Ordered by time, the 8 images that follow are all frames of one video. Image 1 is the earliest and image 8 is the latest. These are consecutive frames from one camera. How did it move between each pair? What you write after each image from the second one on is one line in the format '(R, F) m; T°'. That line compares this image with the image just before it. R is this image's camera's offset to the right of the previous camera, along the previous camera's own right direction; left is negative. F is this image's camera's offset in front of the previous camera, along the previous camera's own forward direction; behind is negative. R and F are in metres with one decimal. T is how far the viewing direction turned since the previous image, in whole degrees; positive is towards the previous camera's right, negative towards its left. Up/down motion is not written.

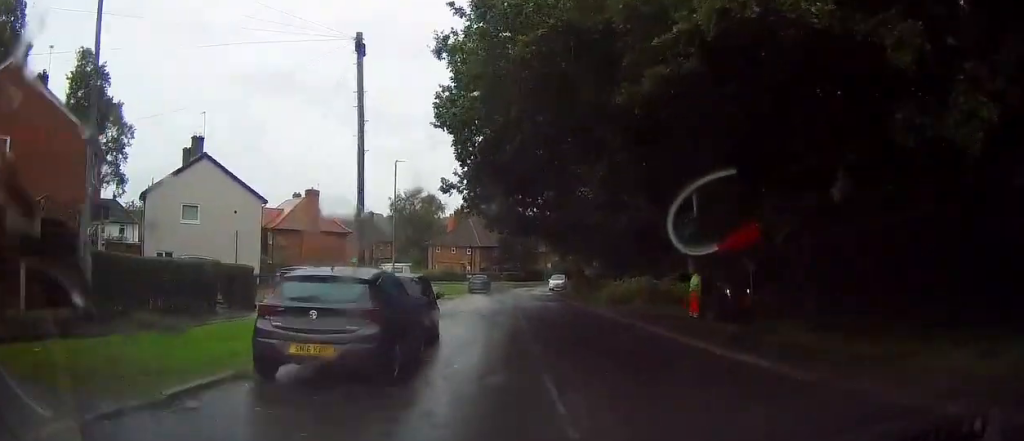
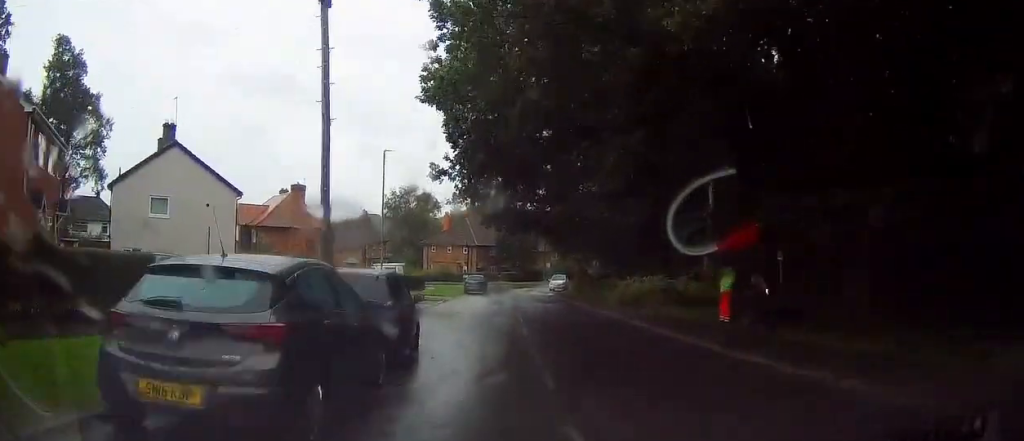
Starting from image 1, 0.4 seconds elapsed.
(+0.1, +3.5) m; +1°
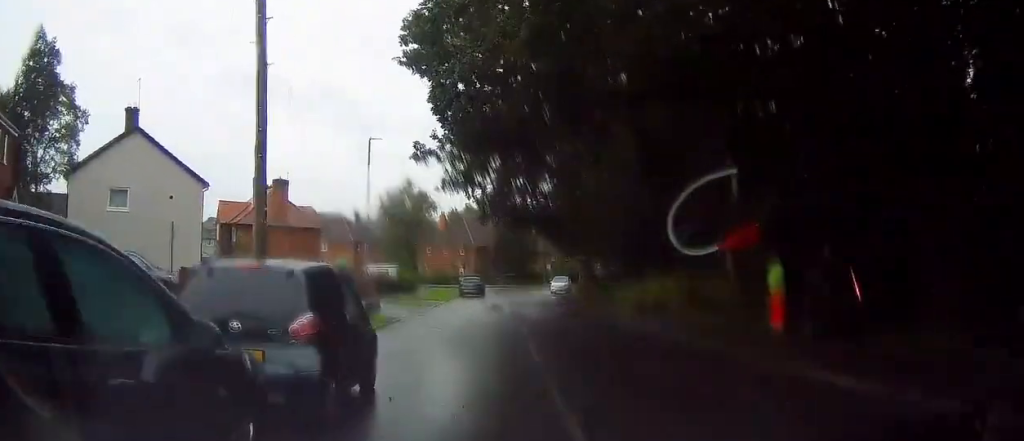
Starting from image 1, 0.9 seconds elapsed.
(+0.3, +4.0) m; +2°
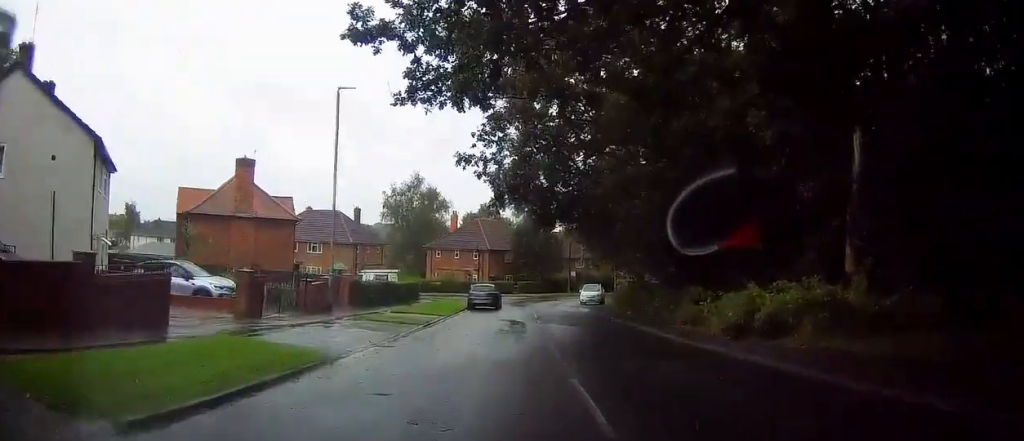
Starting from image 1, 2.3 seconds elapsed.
(-0.2, +10.4) m; -3°
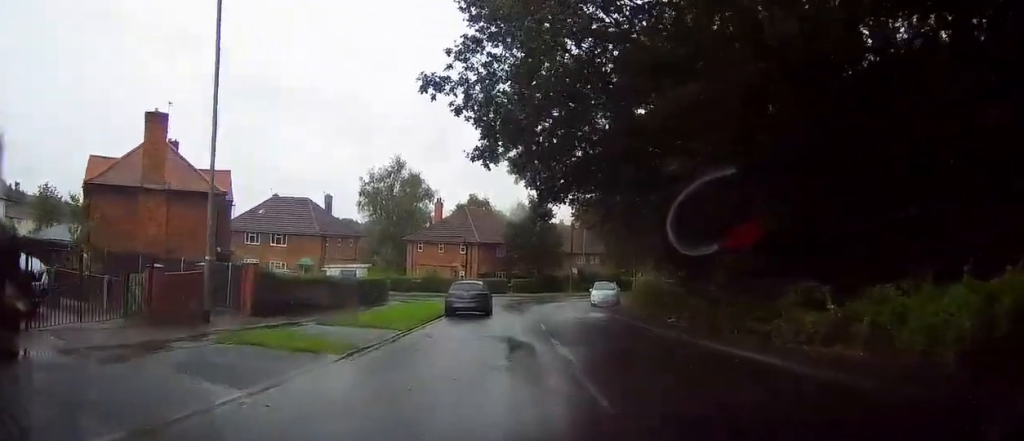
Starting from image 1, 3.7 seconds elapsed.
(+0.3, +10.5) m; +2°
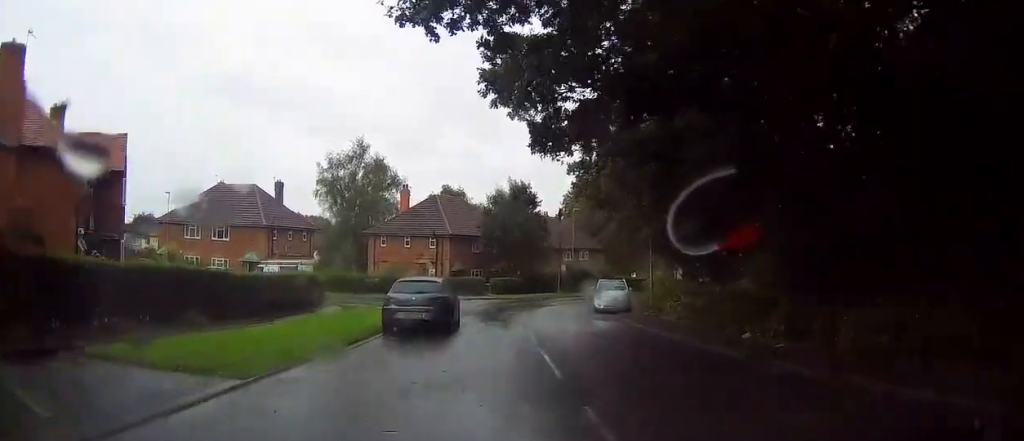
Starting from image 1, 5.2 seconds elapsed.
(-0.7, +10.3) m; -1°
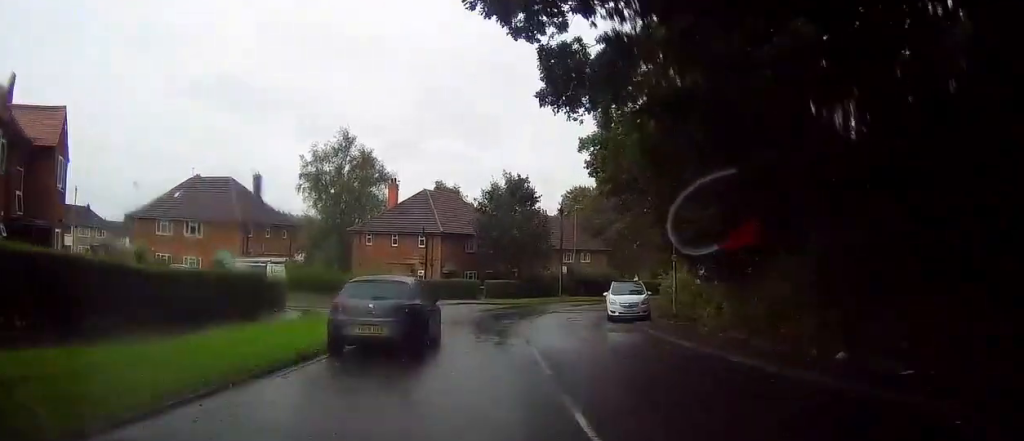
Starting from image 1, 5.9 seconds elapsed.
(+0.7, +5.0) m; +3°
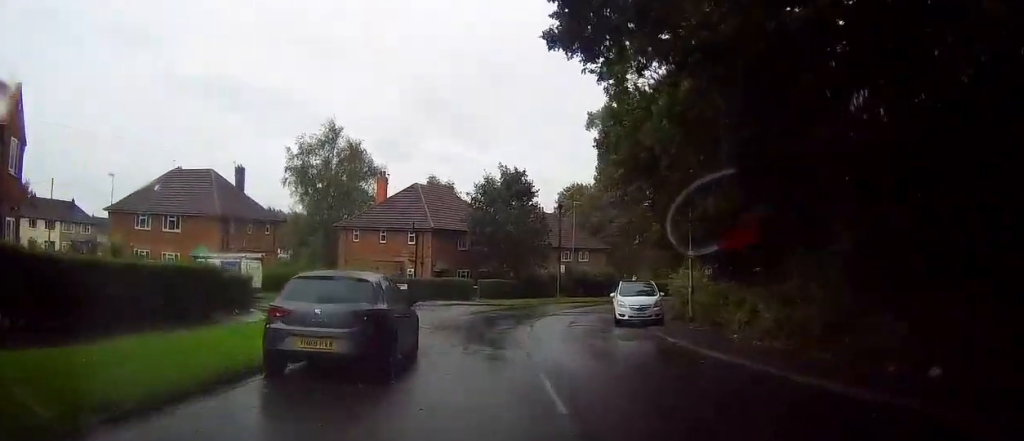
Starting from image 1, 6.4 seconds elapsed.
(0.0, +3.2) m; 0°
